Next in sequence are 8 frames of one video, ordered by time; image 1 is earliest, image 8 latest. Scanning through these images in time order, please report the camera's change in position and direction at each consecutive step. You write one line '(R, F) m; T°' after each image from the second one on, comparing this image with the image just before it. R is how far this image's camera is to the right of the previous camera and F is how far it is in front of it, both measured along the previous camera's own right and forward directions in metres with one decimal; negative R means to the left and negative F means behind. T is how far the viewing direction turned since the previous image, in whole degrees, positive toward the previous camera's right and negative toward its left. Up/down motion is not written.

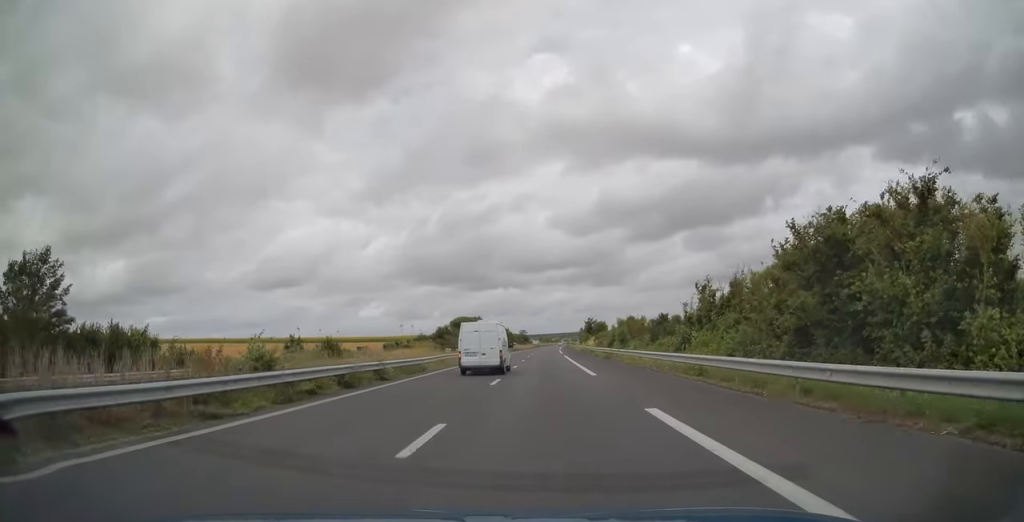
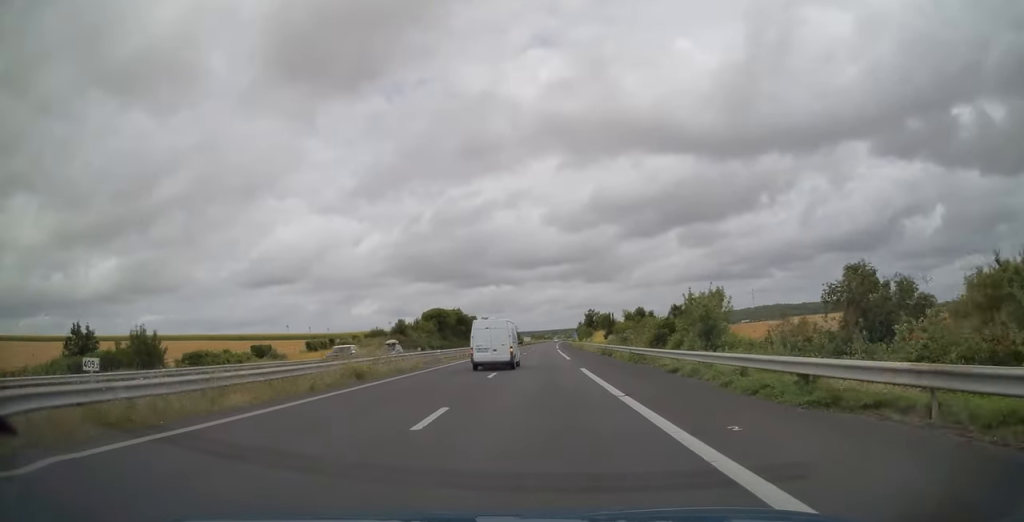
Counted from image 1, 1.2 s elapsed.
(+0.3, +37.1) m; +1°
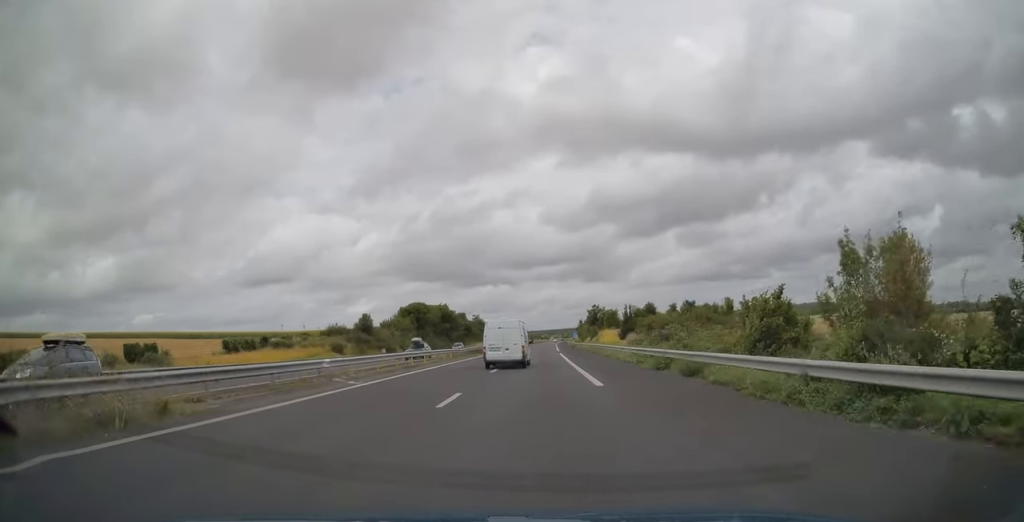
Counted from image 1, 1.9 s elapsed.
(0.0, +23.0) m; 0°
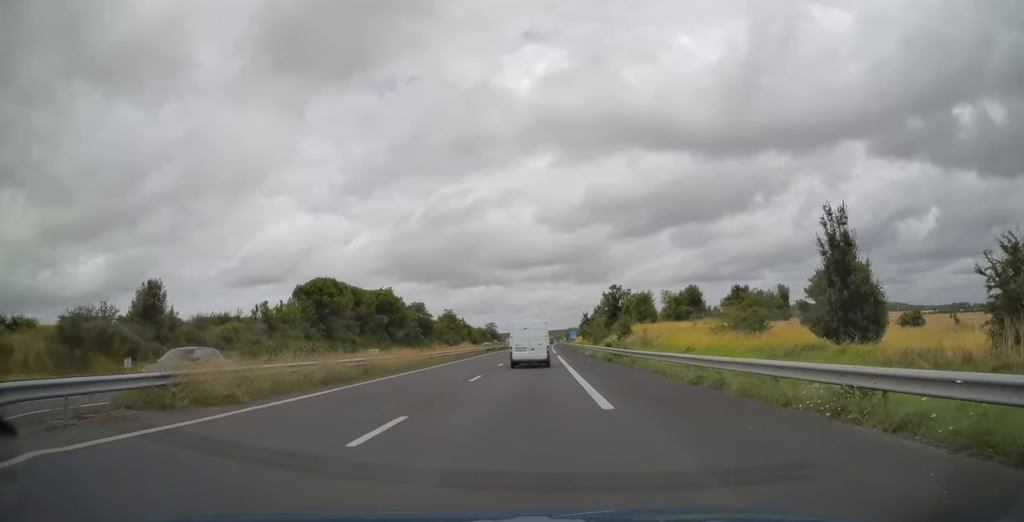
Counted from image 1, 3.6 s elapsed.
(+0.4, +56.8) m; +1°
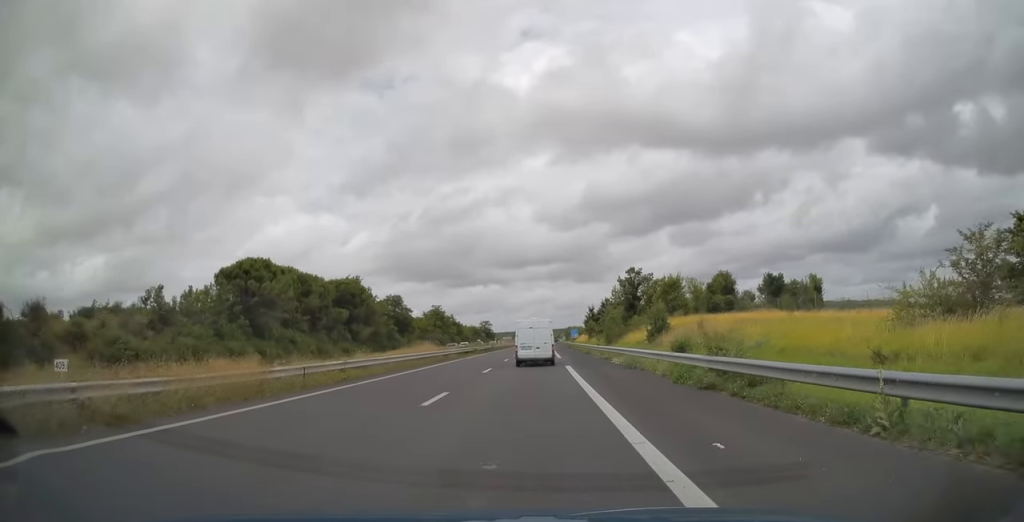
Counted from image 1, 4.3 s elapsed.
(0.0, +20.9) m; 0°
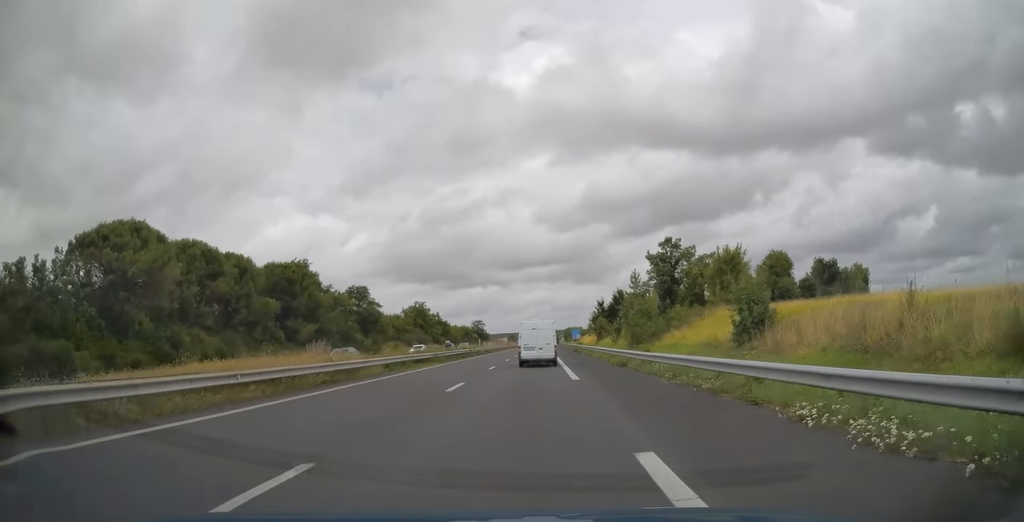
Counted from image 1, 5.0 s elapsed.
(0.0, +22.6) m; 0°
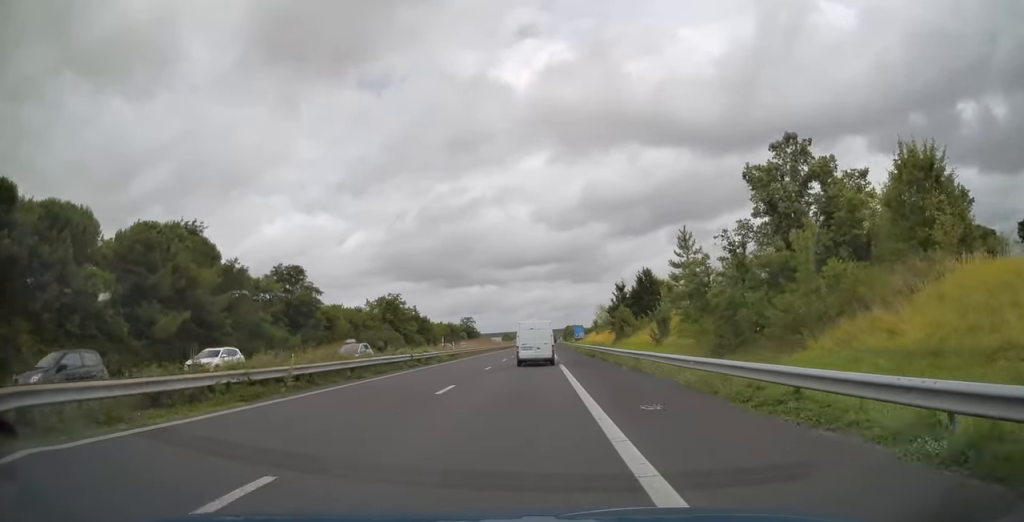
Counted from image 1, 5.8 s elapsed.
(+0.1, +26.9) m; 0°
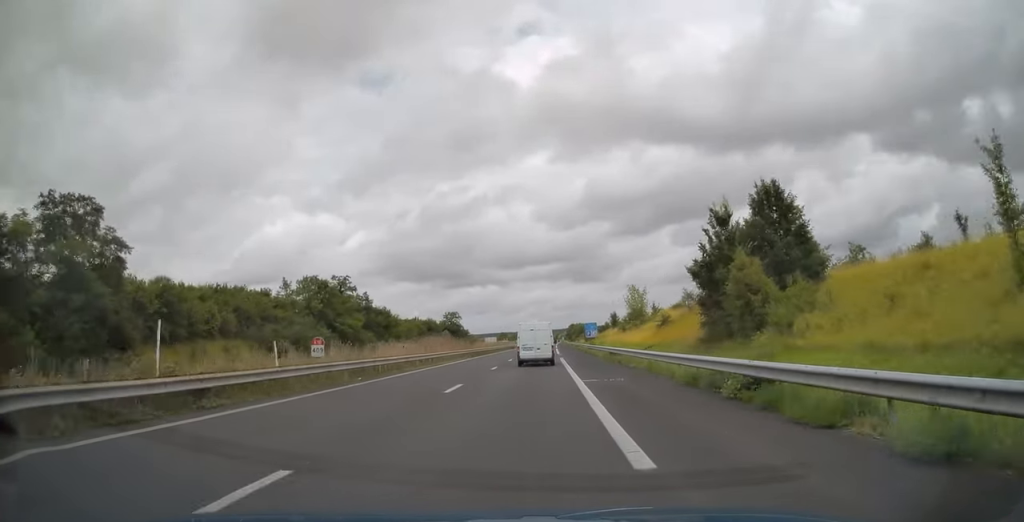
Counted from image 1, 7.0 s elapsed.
(0.0, +38.6) m; 0°
